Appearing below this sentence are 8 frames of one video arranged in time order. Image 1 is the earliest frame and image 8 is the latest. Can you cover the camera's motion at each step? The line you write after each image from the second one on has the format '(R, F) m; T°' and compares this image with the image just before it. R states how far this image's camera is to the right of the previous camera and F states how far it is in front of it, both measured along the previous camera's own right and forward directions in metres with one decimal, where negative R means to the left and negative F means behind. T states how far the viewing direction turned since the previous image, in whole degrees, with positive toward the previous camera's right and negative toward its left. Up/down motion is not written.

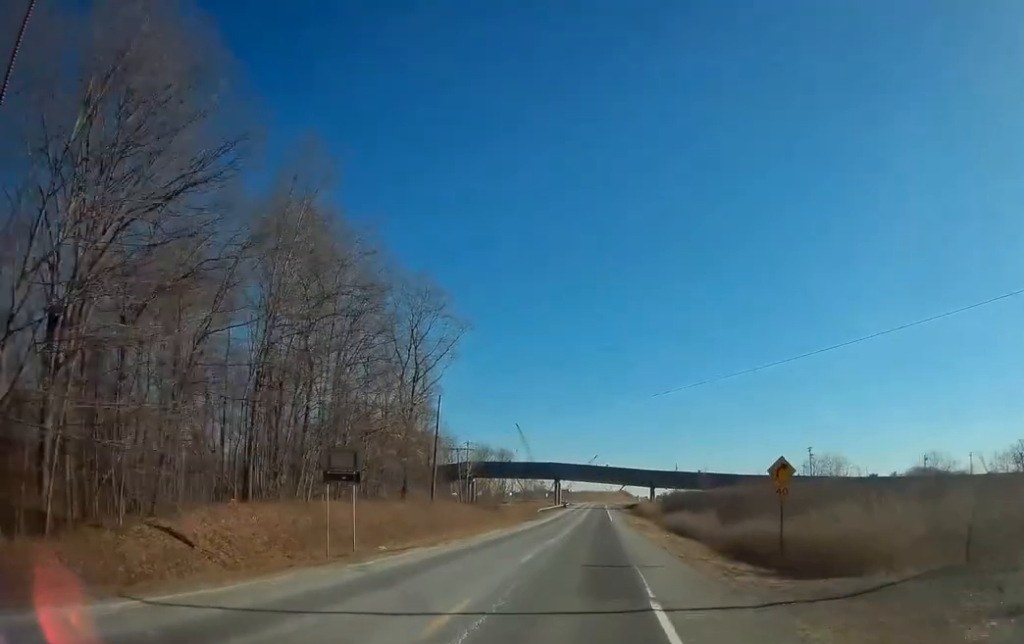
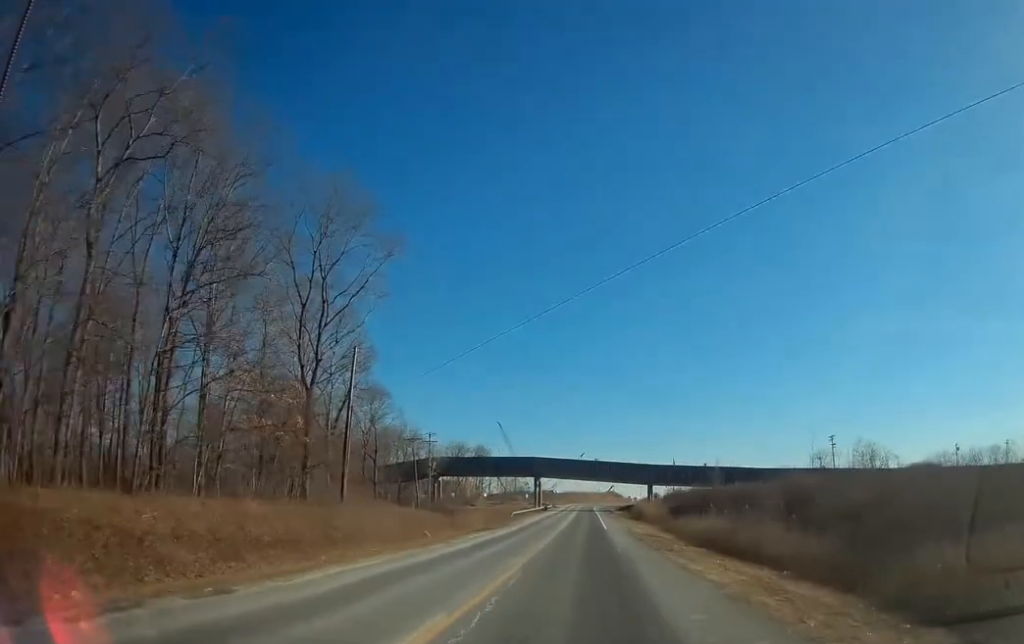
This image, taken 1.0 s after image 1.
(+0.2, +25.3) m; +1°
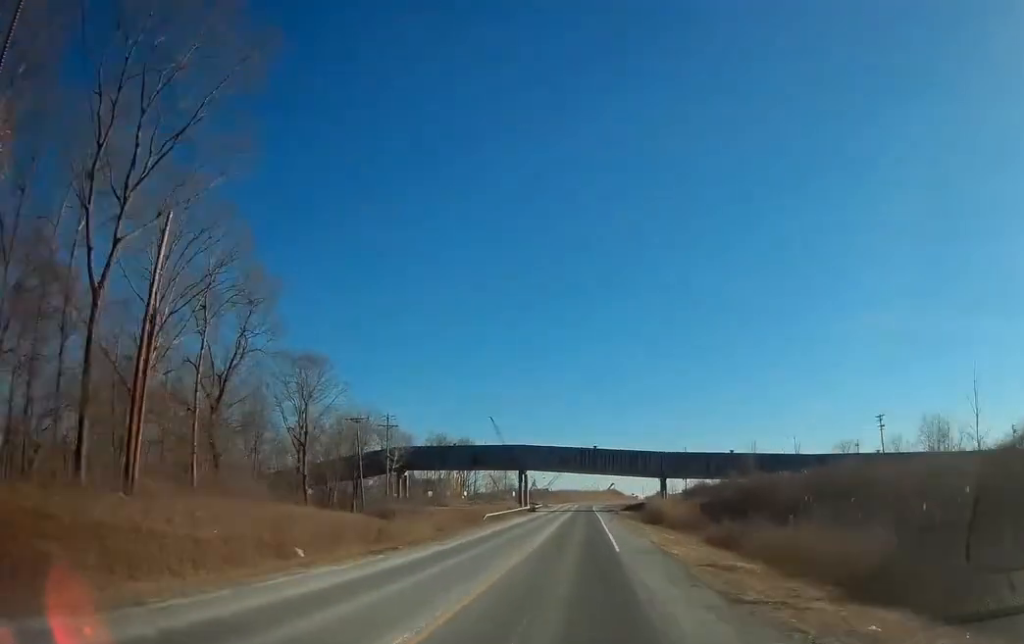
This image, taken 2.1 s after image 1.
(+0.1, +26.3) m; 0°
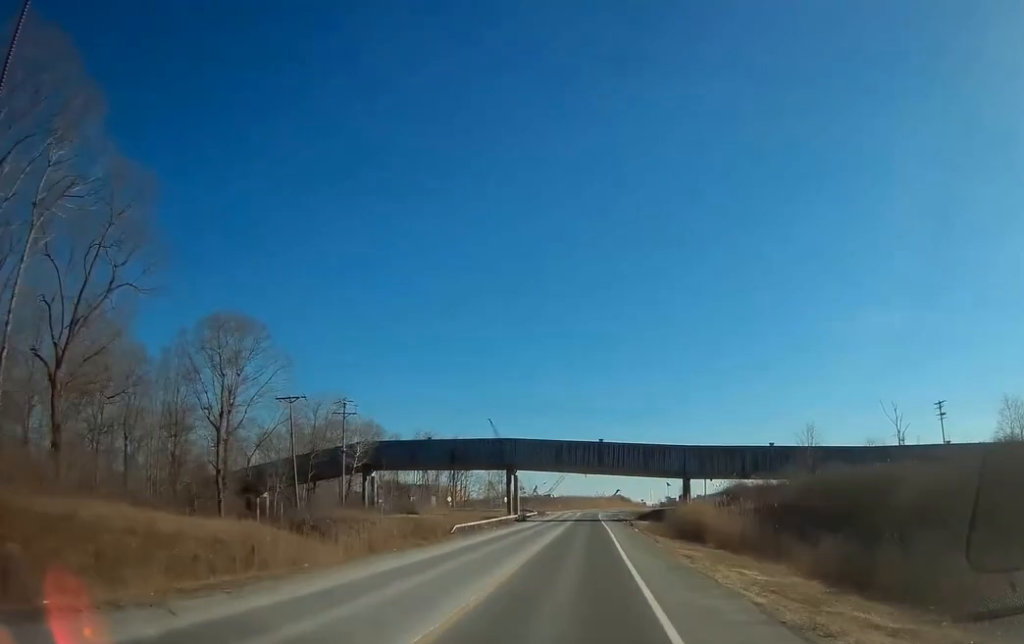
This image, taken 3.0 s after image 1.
(+0.1, +21.3) m; -1°
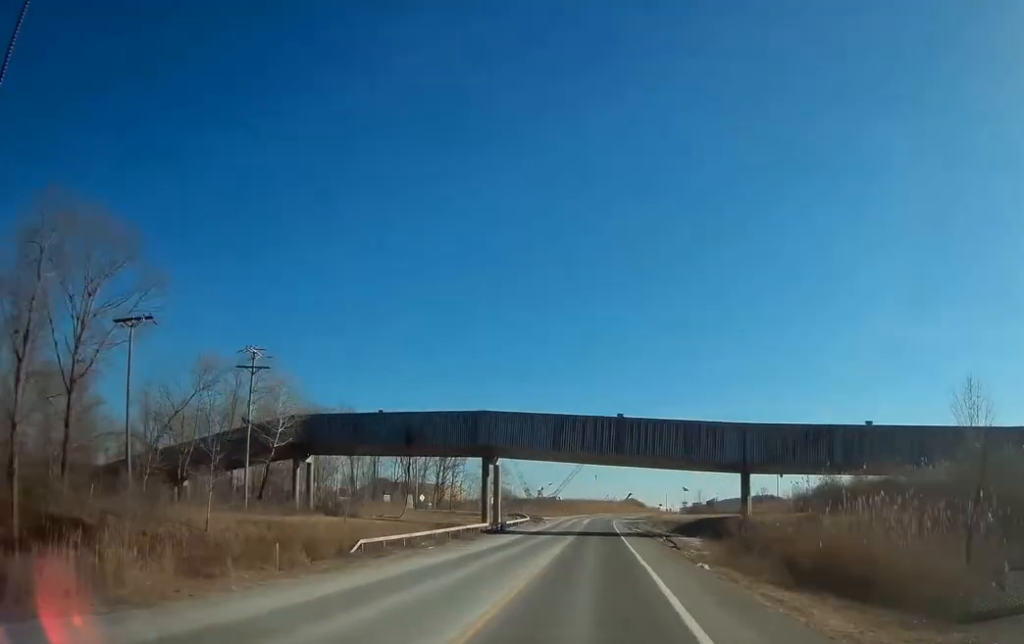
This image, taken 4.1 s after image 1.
(-0.4, +27.4) m; 0°
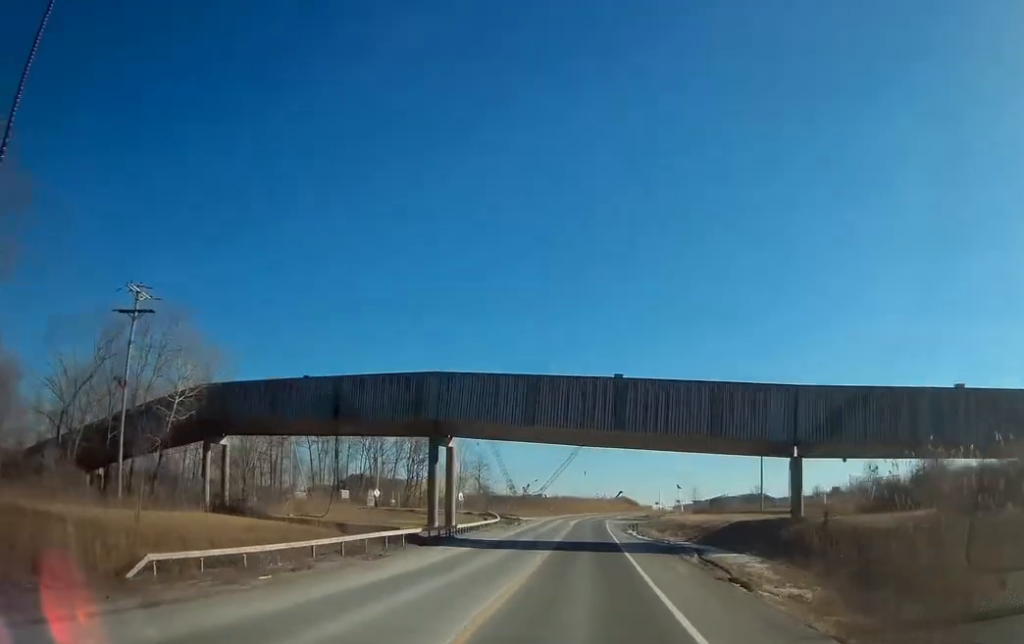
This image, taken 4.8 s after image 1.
(+0.2, +17.3) m; 0°
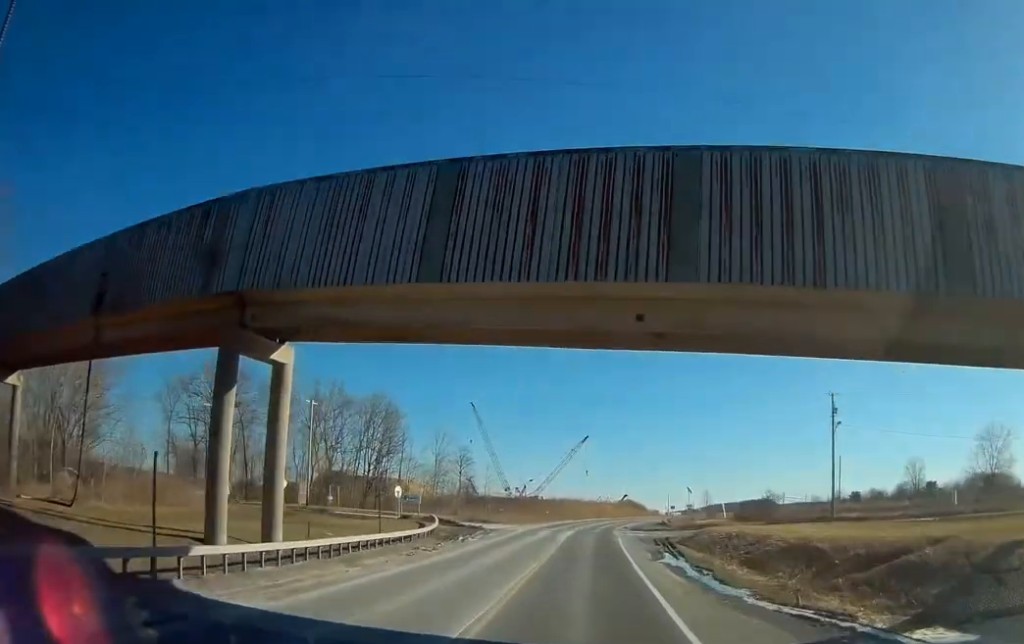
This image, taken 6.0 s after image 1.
(-0.2, +27.5) m; 0°
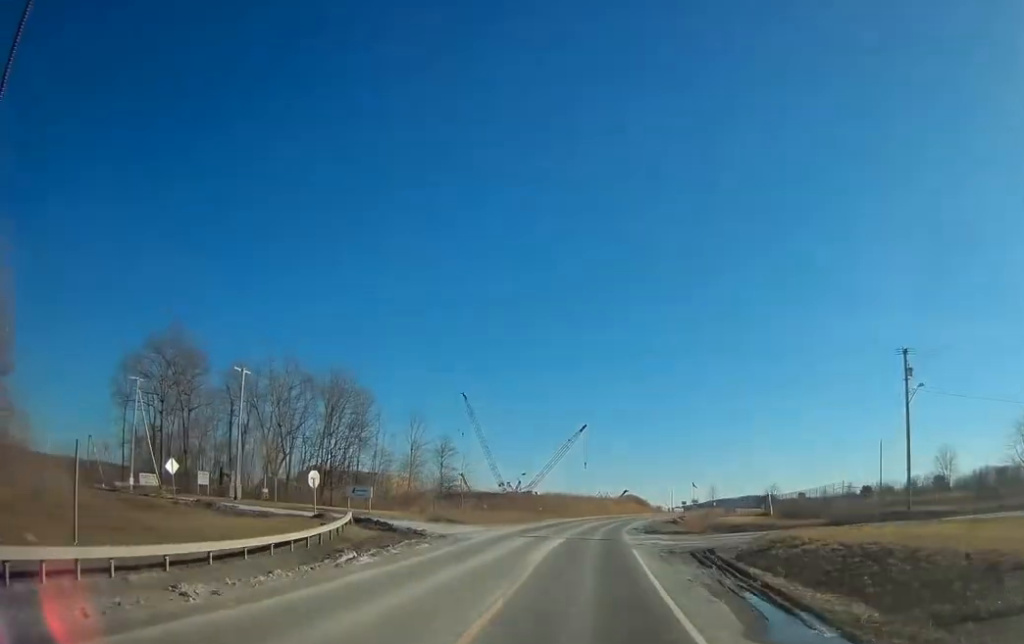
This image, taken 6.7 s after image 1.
(+0.1, +17.1) m; +1°
